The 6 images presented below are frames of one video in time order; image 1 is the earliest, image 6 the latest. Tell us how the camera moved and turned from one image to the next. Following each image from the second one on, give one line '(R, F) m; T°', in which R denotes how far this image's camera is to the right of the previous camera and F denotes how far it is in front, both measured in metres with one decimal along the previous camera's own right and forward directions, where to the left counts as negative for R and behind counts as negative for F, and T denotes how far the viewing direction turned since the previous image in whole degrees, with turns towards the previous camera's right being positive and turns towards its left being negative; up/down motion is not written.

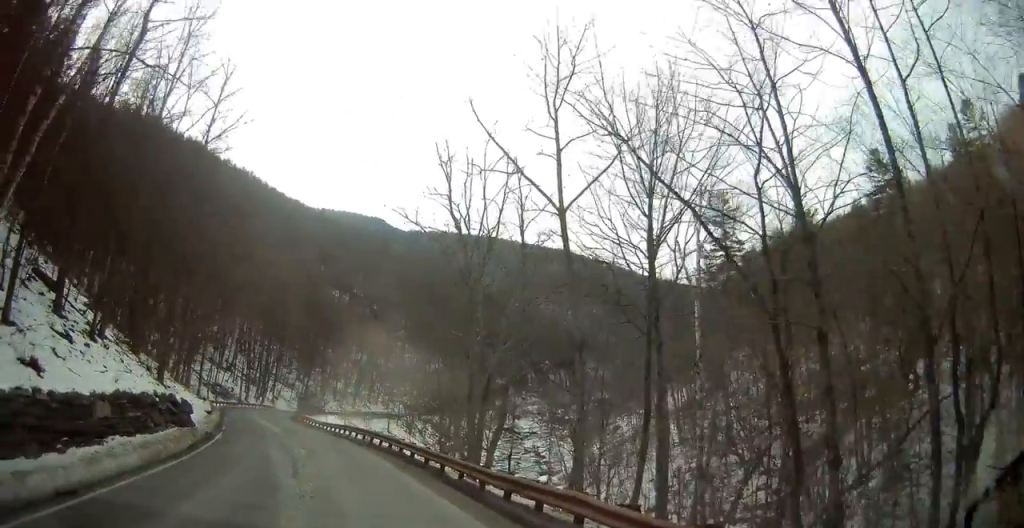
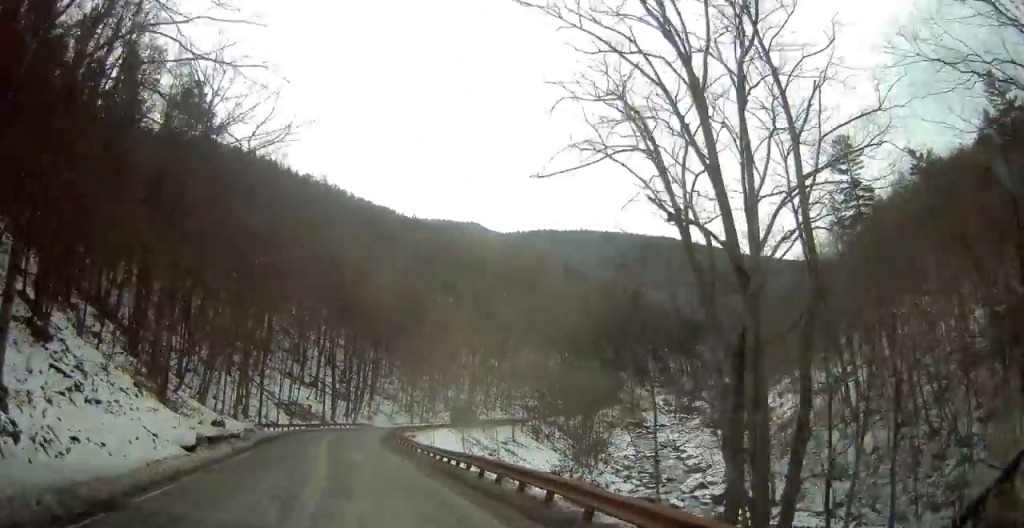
(-2.9, +17.9) m; -12°
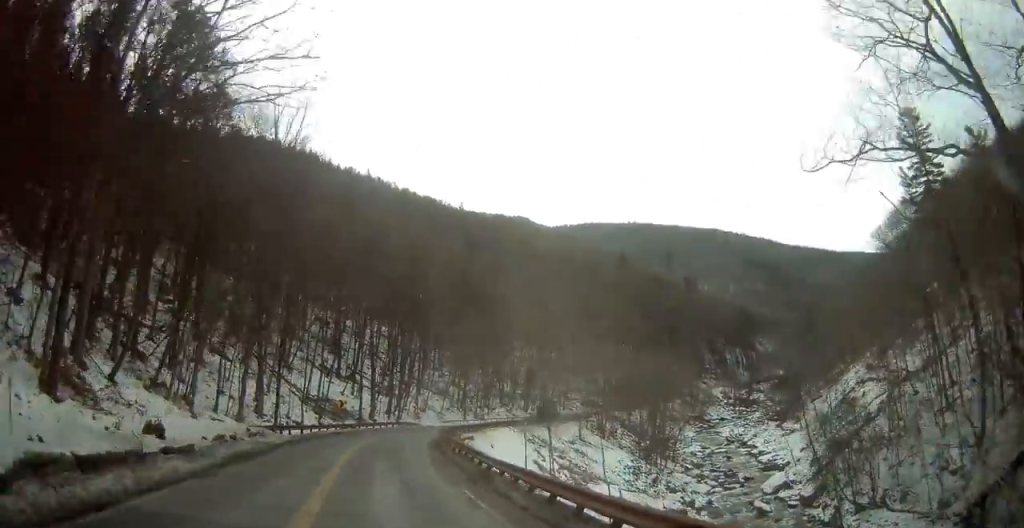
(0.0, +11.7) m; -2°
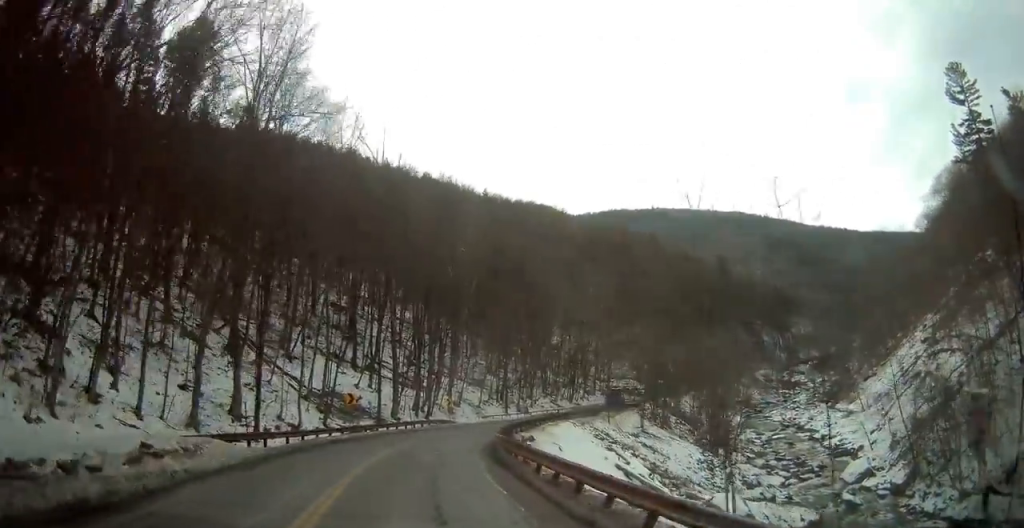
(-0.4, +13.4) m; -2°
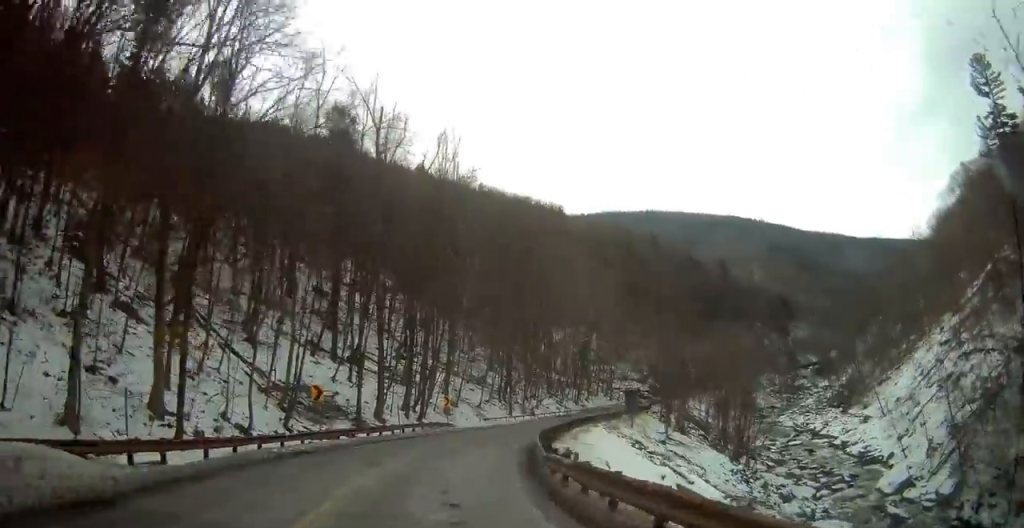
(-0.3, +10.2) m; +2°
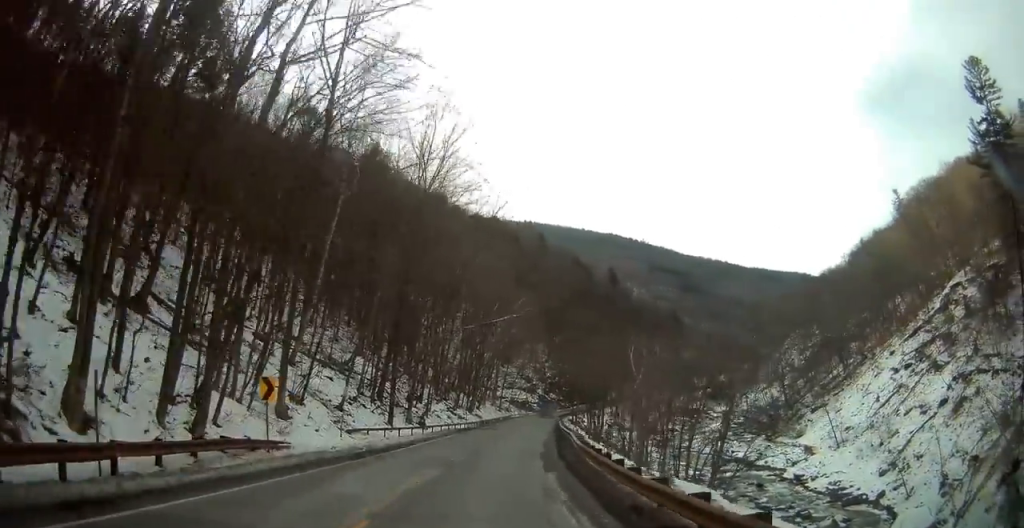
(+2.9, +25.5) m; +14°
